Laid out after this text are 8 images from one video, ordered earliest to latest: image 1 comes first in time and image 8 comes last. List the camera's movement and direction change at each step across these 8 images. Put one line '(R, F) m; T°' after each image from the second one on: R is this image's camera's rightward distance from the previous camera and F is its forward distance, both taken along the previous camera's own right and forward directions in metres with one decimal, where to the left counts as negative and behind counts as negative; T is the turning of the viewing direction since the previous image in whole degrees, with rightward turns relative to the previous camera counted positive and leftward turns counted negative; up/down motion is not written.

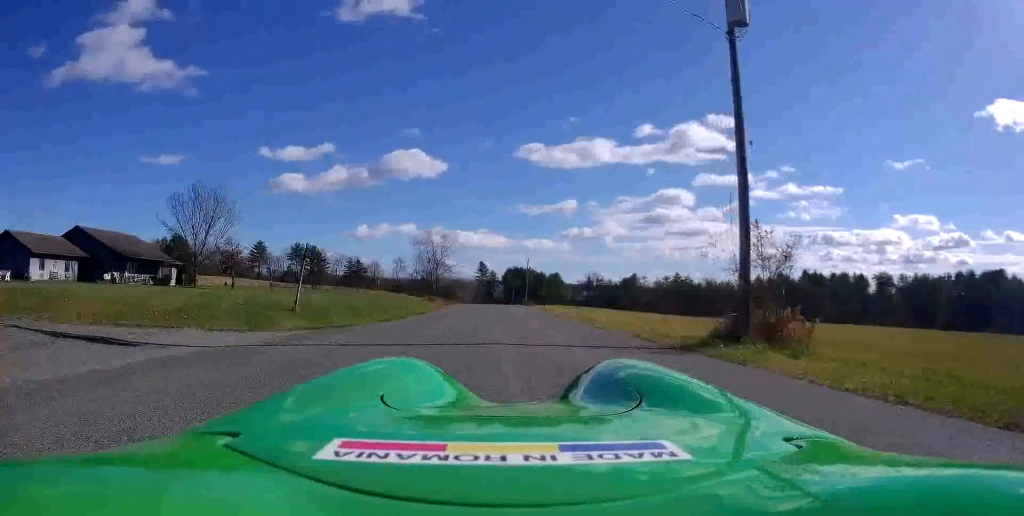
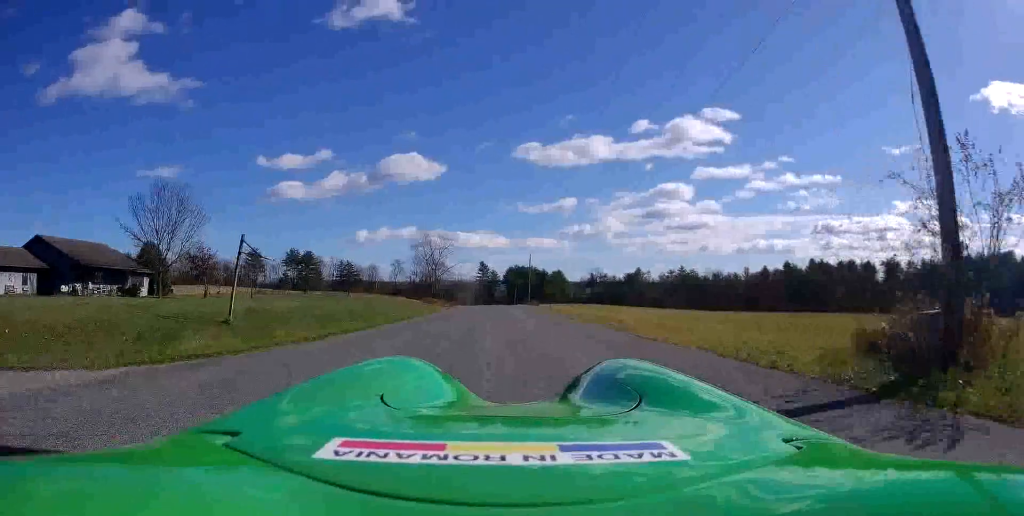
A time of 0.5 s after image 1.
(0.0, +6.8) m; -1°
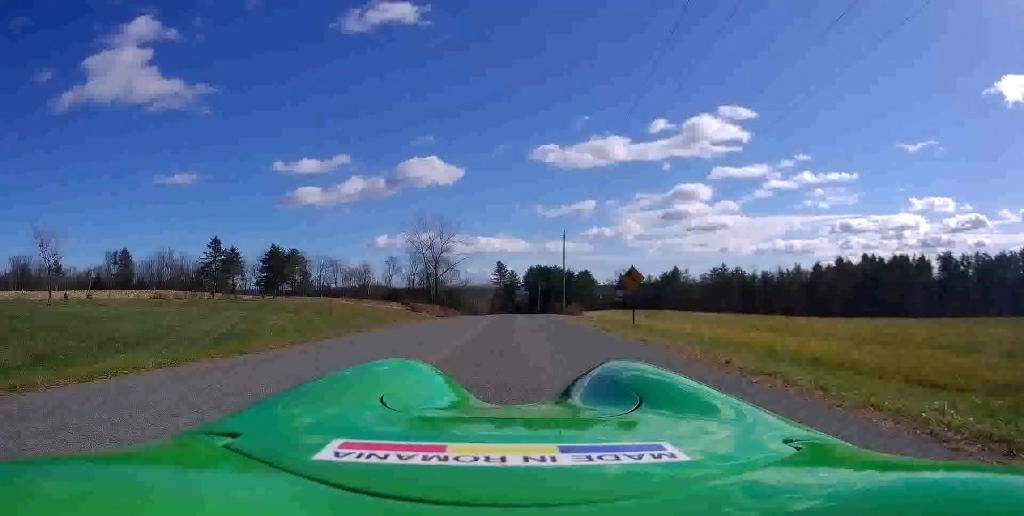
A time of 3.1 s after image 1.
(-1.5, +38.3) m; -5°
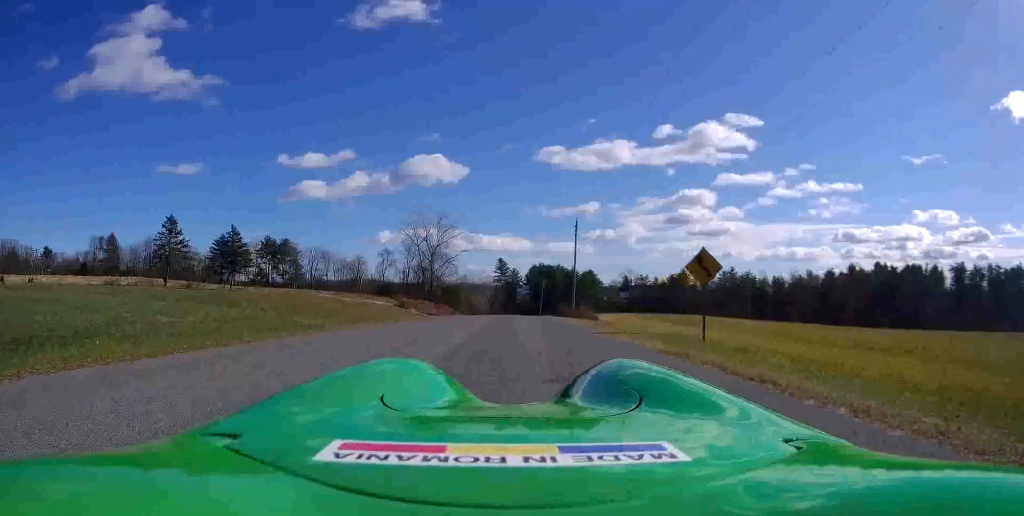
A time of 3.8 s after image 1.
(-0.5, +9.3) m; 0°
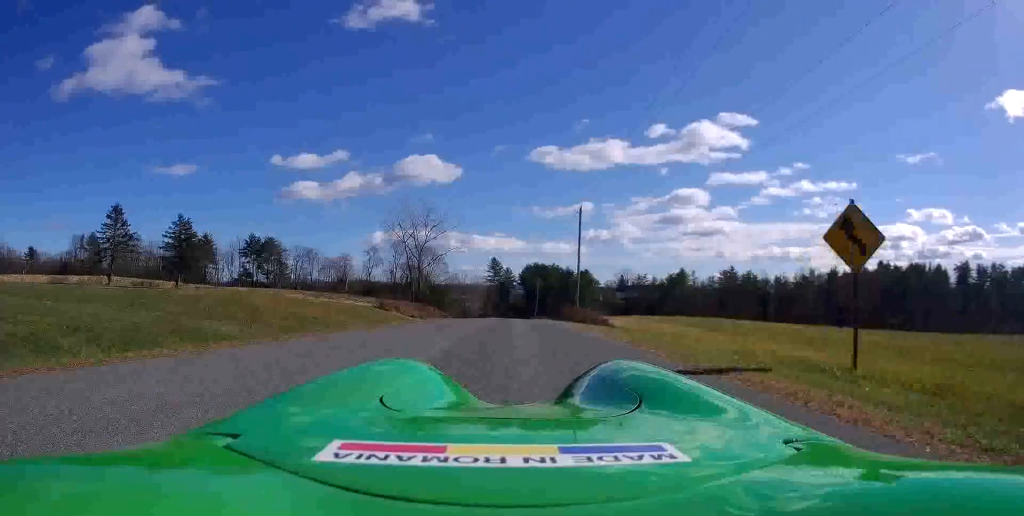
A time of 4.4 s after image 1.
(+0.2, +7.7) m; 0°
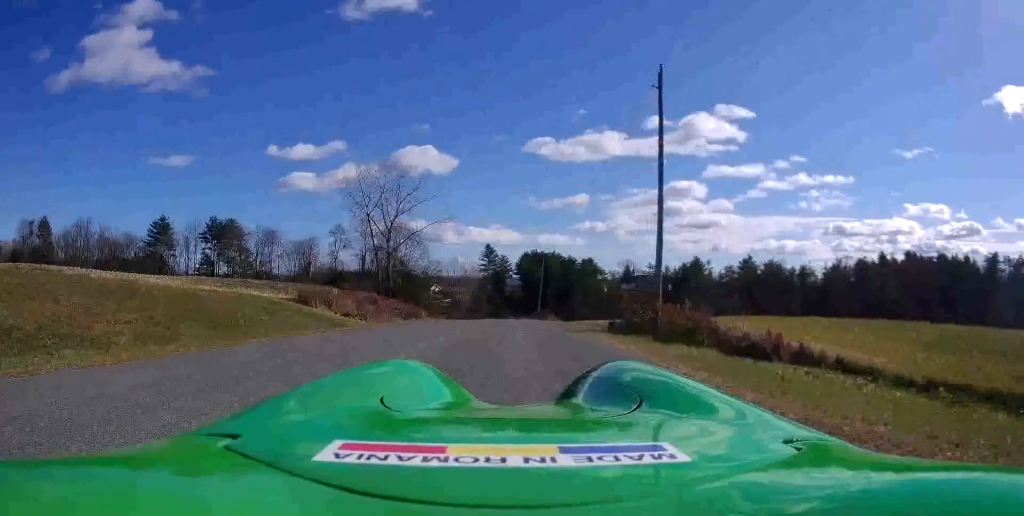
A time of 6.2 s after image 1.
(+0.1, +23.9) m; +1°
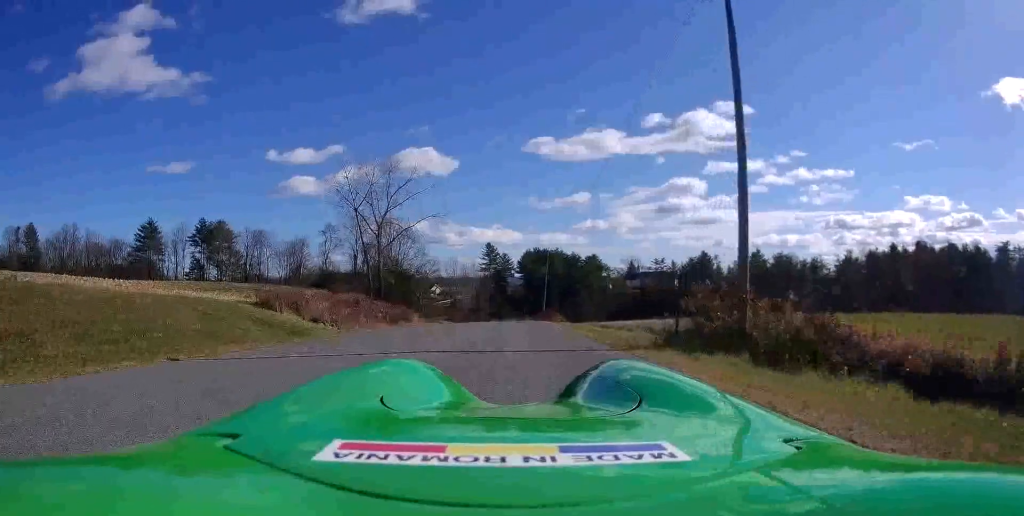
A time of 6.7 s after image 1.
(+0.2, +6.8) m; 0°
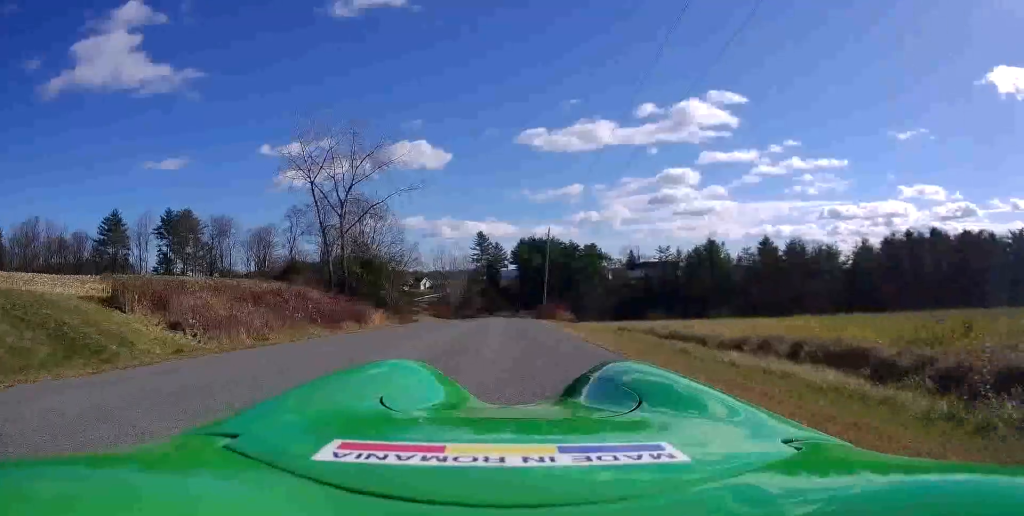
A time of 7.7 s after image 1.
(-0.1, +14.5) m; -1°
